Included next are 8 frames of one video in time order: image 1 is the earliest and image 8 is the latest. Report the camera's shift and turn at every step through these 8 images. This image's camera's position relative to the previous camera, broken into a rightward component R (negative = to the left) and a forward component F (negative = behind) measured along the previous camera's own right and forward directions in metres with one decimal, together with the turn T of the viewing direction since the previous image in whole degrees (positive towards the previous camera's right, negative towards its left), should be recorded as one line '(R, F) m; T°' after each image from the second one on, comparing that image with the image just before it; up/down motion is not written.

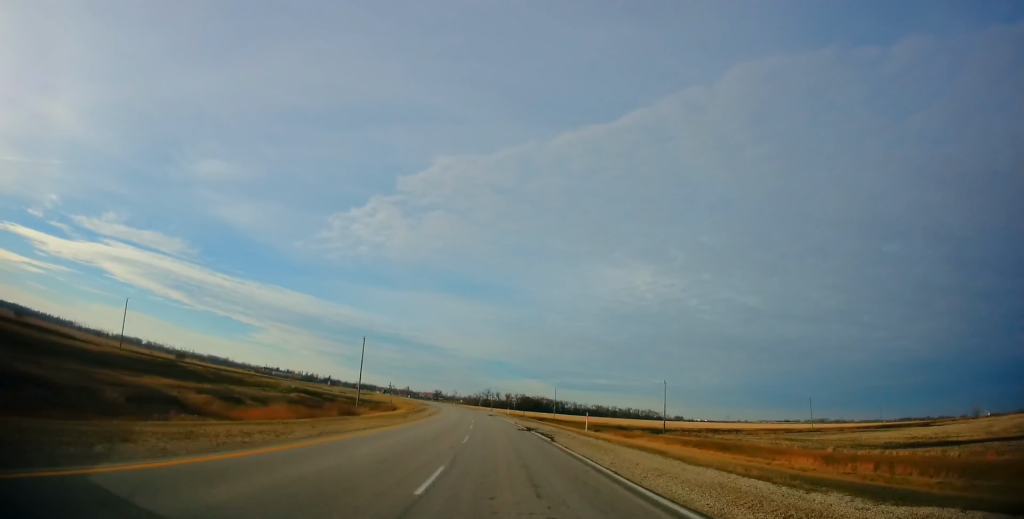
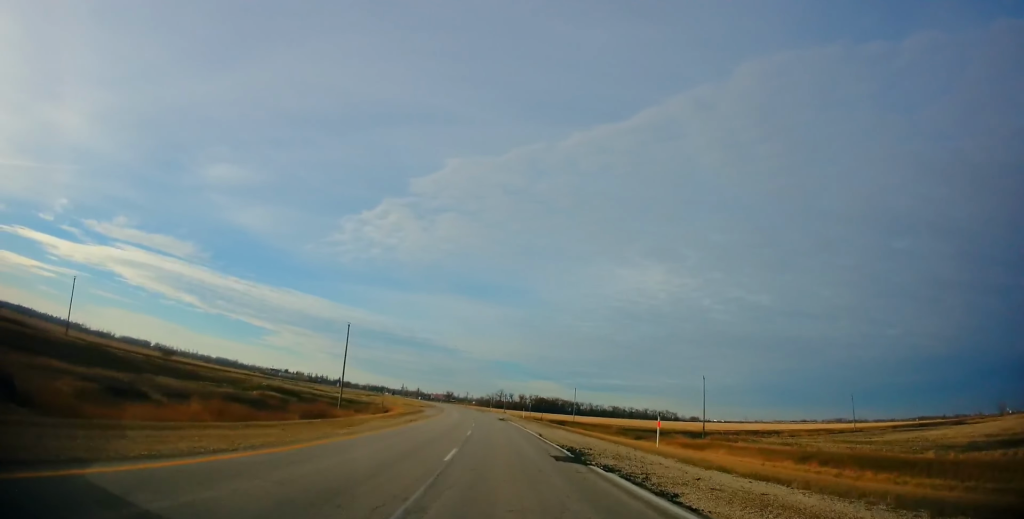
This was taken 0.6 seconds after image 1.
(0.0, +18.7) m; 0°
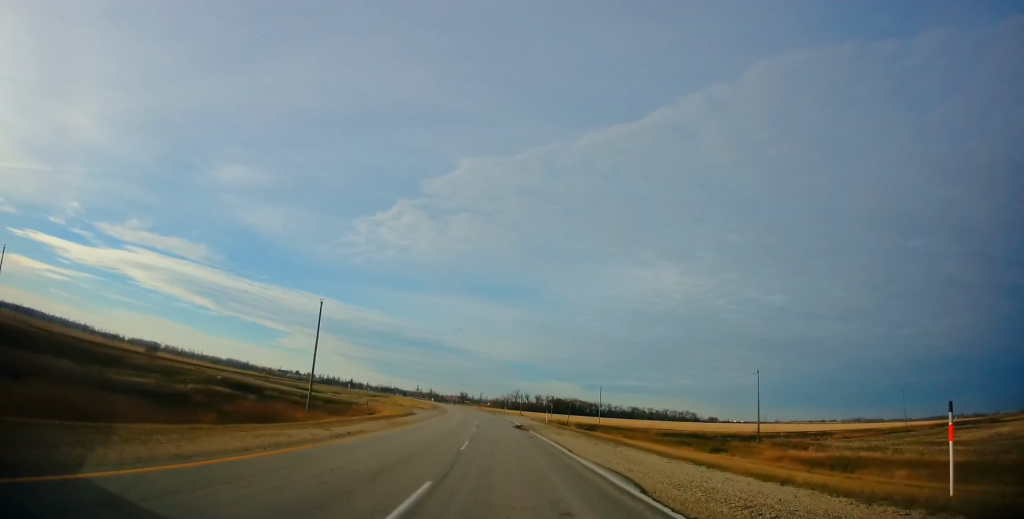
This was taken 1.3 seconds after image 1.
(-0.1, +19.8) m; -1°
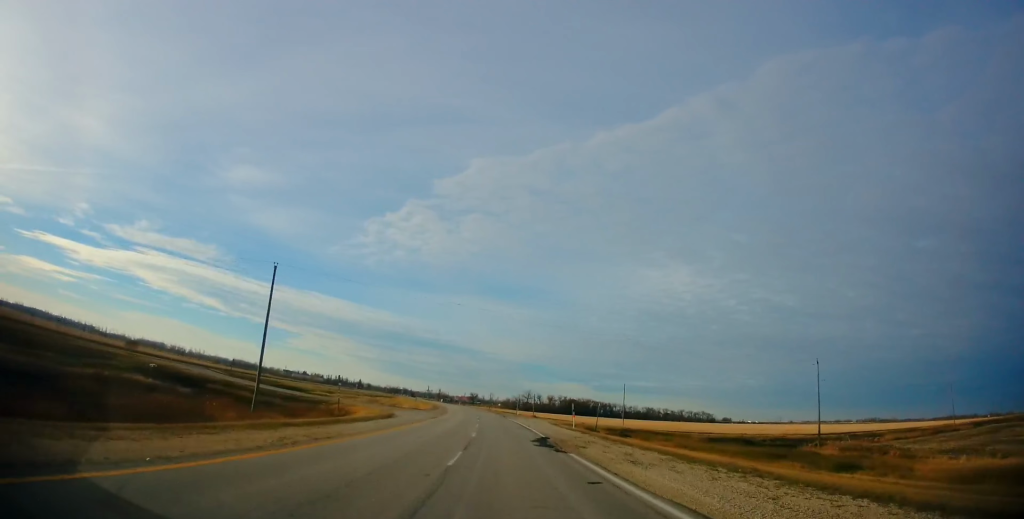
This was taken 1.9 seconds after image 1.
(0.0, +17.8) m; -1°
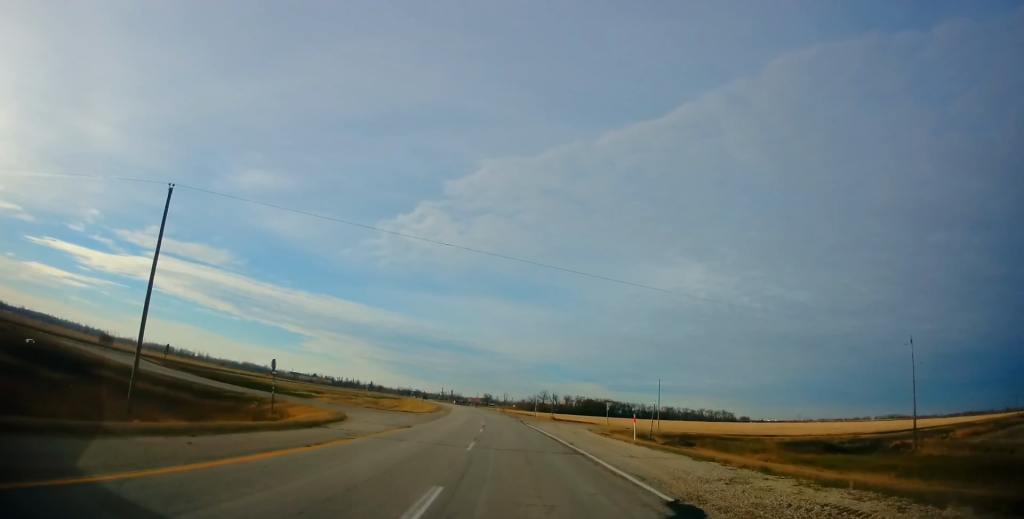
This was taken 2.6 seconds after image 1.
(-0.6, +19.8) m; -2°
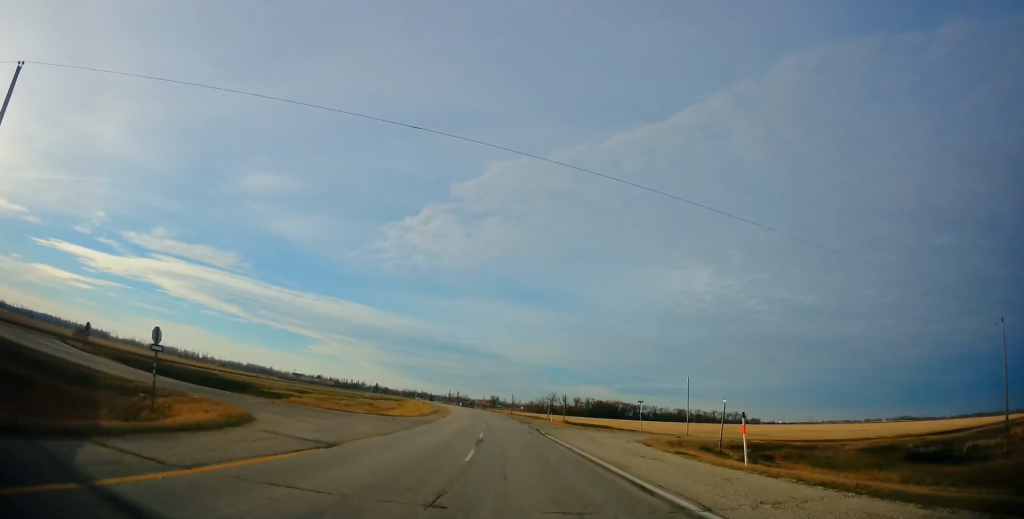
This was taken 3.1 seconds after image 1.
(-0.1, +14.8) m; -1°
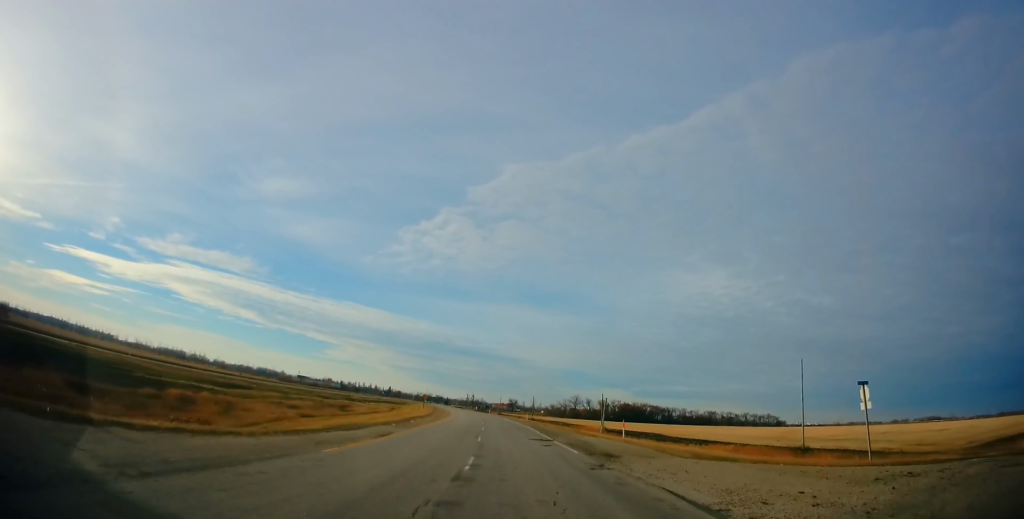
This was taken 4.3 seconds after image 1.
(-0.4, +37.7) m; -1°
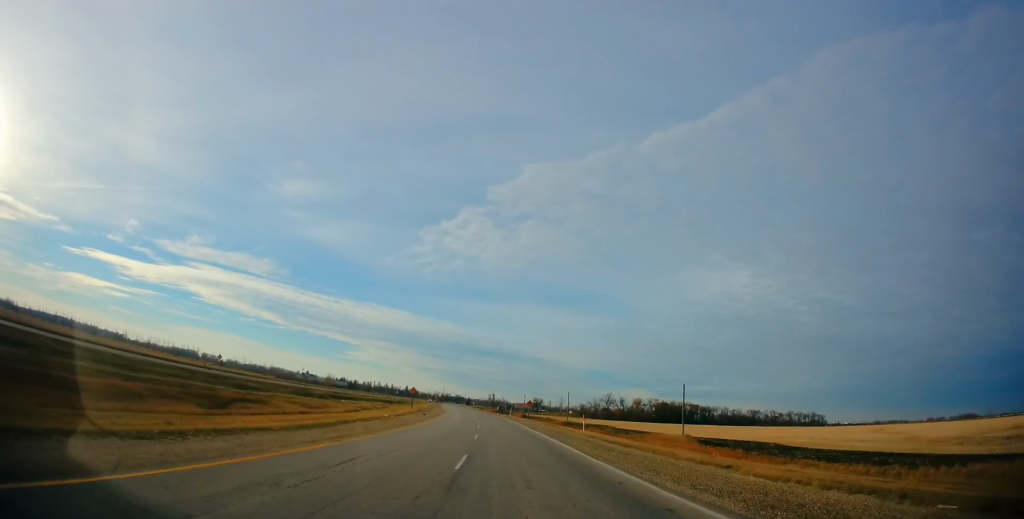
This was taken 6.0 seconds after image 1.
(-1.0, +49.7) m; -3°
